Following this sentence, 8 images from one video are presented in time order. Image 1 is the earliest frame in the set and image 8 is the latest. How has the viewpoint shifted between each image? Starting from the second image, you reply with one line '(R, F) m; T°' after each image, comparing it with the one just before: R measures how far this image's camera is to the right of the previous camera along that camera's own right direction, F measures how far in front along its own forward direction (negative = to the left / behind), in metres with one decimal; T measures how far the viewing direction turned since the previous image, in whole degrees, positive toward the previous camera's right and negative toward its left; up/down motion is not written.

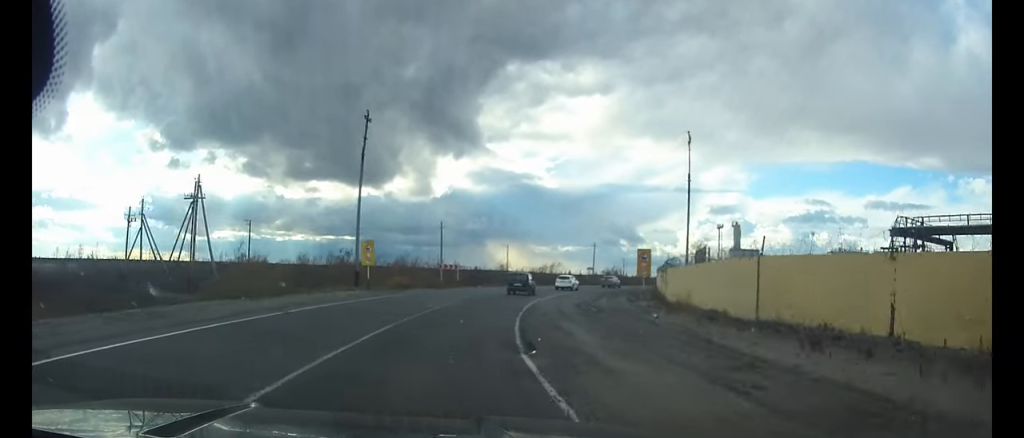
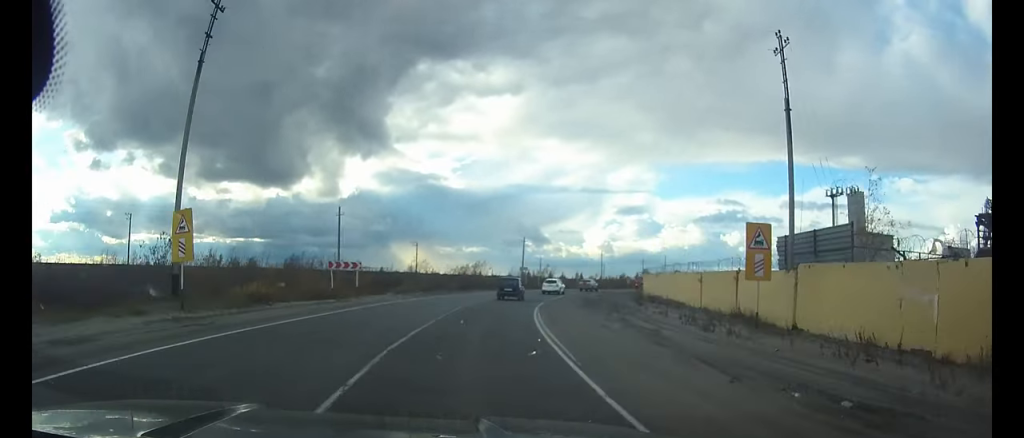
(+2.0, +20.2) m; +9°
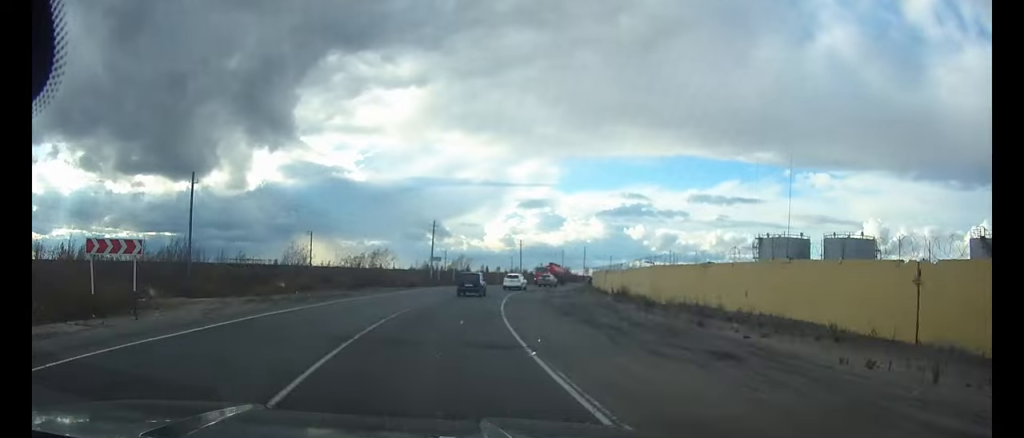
(+1.3, +19.4) m; +7°
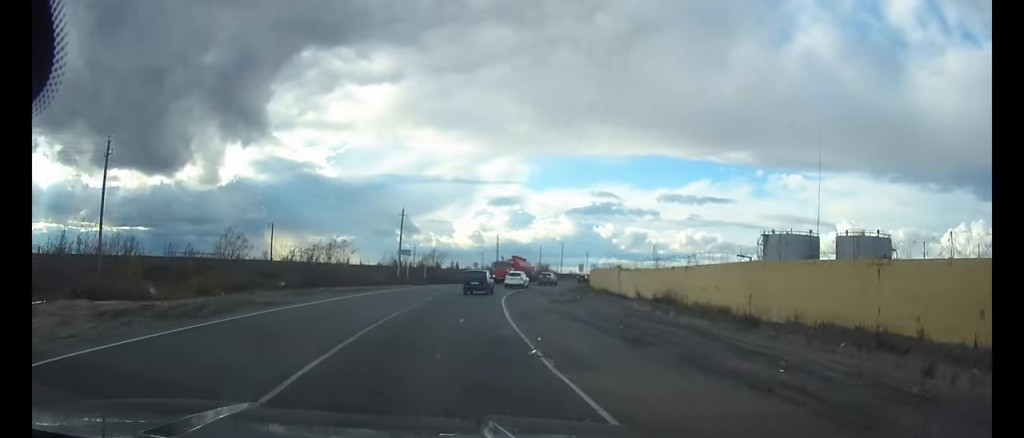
(+0.1, +11.0) m; +4°
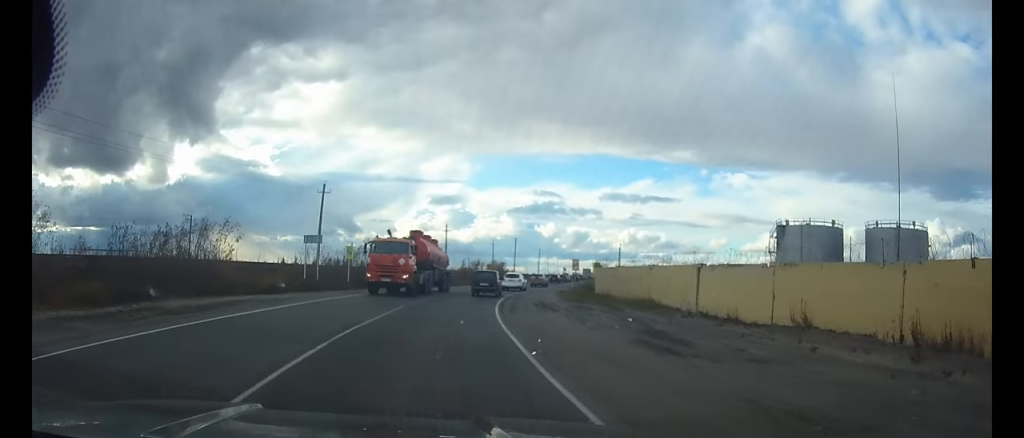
(+1.5, +19.6) m; +6°
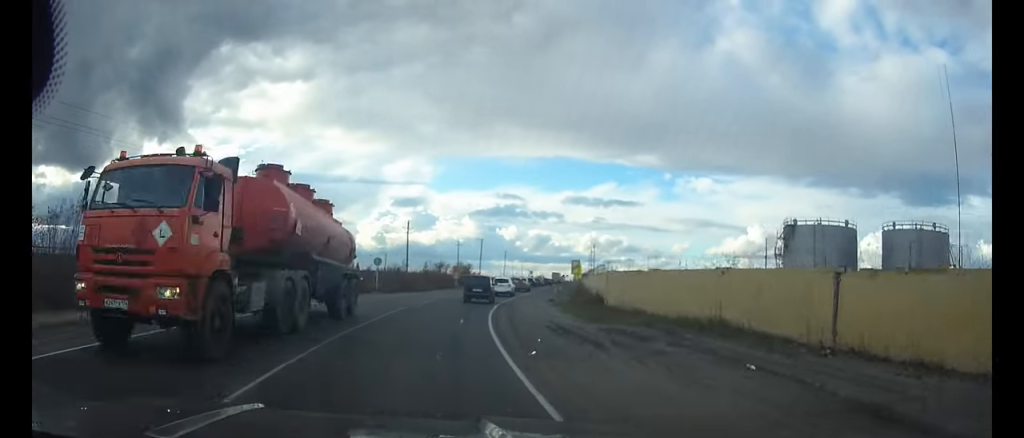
(+0.2, +10.5) m; +2°
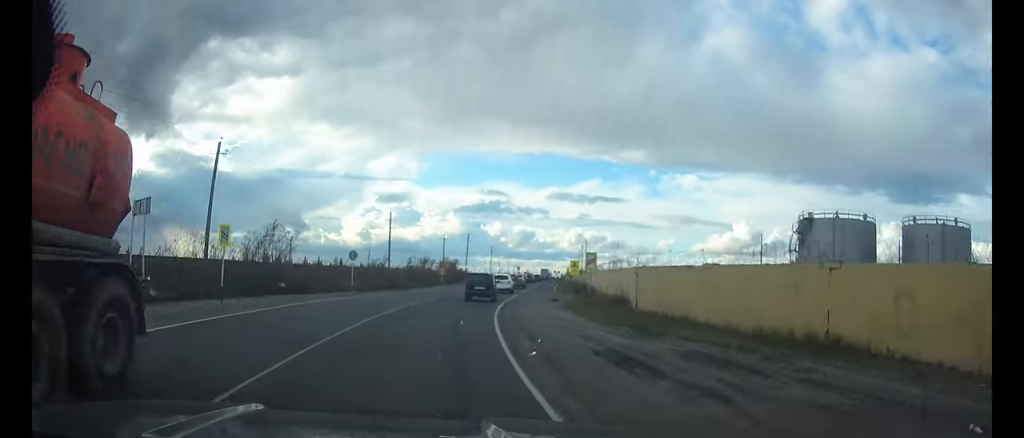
(+0.1, +6.3) m; +2°
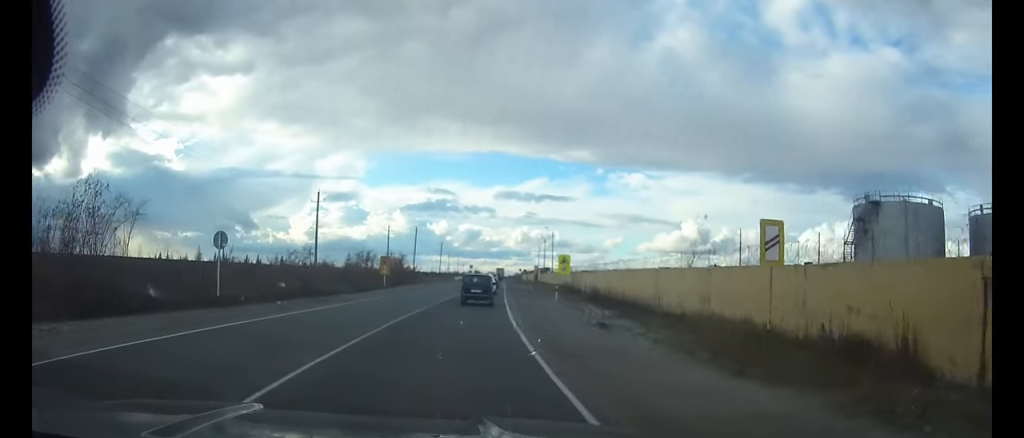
(+0.9, +18.2) m; +6°
